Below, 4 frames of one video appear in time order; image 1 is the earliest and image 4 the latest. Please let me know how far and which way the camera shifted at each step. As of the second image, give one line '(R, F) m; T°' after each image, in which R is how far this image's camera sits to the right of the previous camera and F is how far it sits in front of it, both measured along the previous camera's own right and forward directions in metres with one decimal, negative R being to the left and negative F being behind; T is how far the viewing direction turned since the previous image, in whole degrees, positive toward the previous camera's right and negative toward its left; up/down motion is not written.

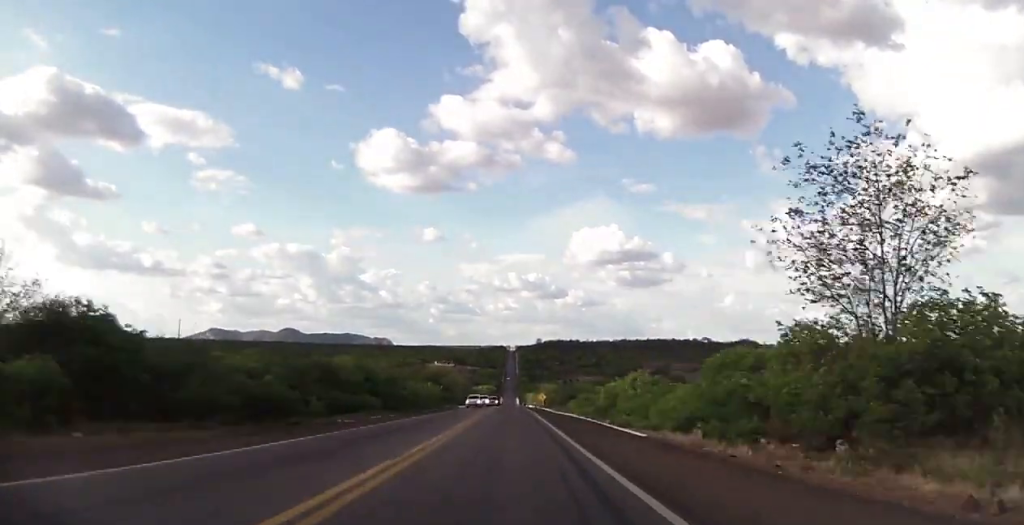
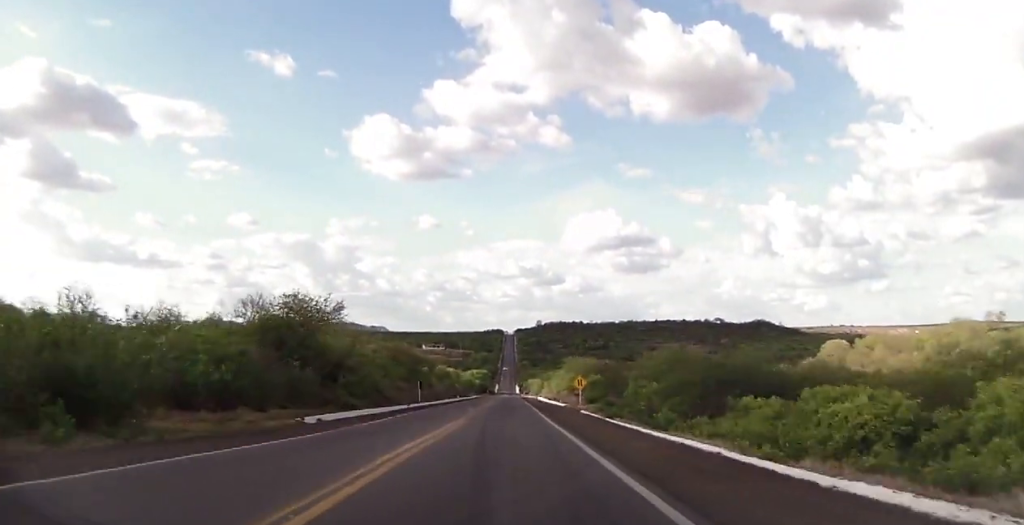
(+1.1, +82.0) m; +1°
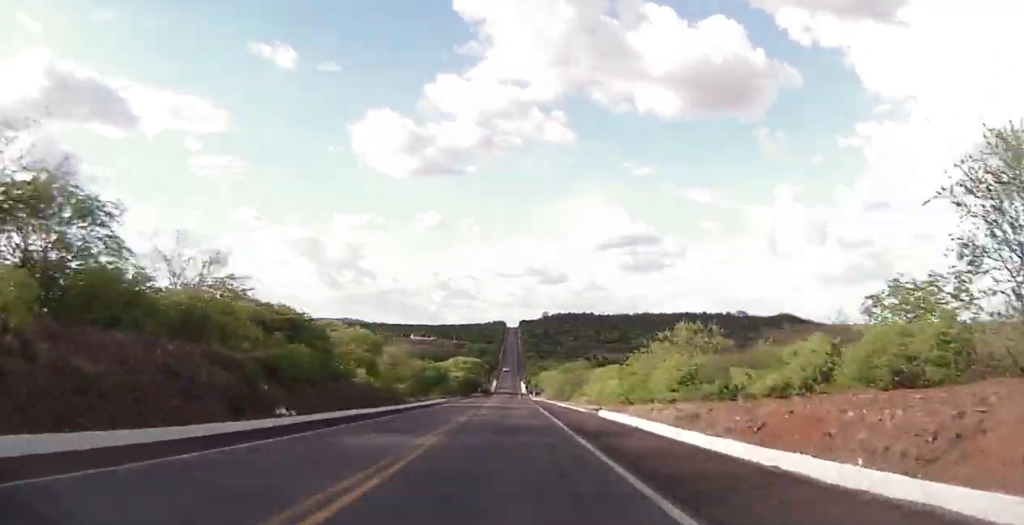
(-0.3, +93.8) m; +1°
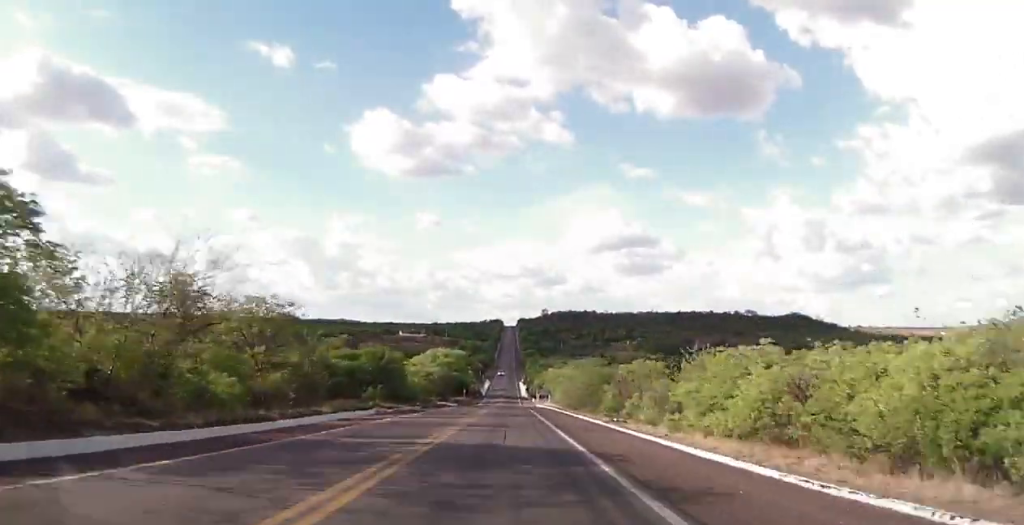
(+0.3, +45.2) m; -2°
